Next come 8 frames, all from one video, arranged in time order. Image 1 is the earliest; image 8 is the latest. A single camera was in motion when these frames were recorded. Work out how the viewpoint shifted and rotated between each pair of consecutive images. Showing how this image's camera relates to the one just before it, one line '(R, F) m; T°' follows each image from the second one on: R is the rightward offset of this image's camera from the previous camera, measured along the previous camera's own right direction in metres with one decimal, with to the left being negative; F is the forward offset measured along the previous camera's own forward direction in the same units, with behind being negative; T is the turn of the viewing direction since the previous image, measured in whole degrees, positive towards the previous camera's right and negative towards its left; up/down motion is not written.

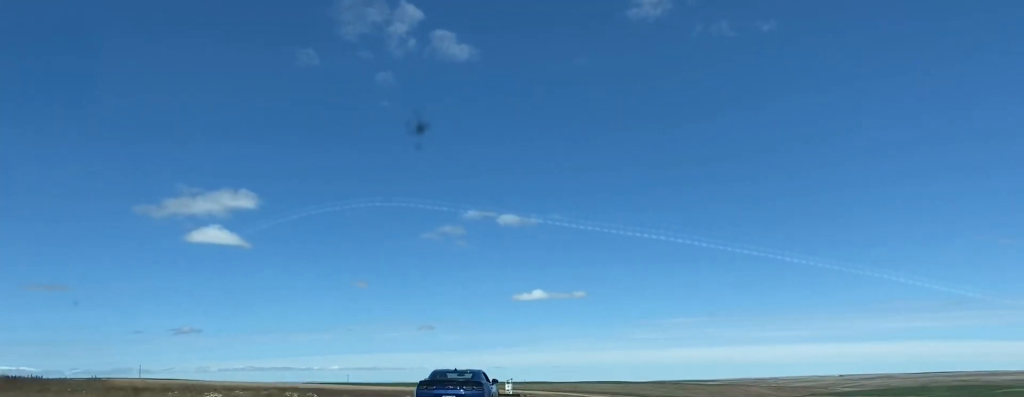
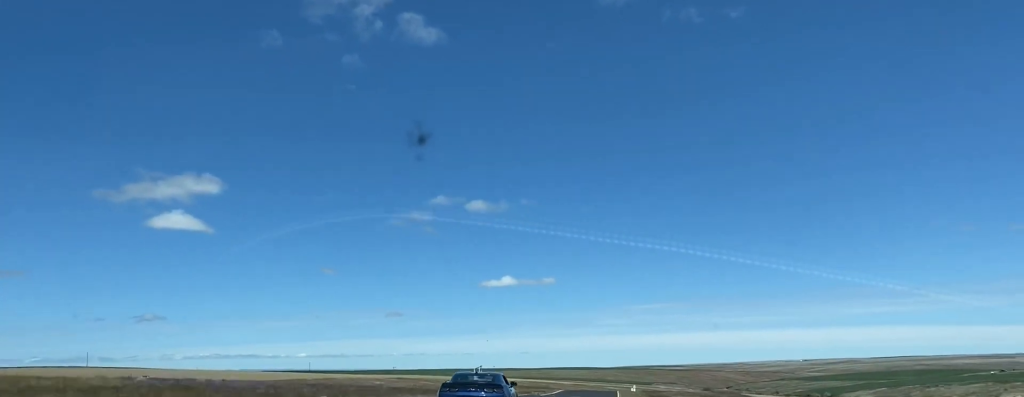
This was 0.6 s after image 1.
(+0.5, +17.4) m; +2°
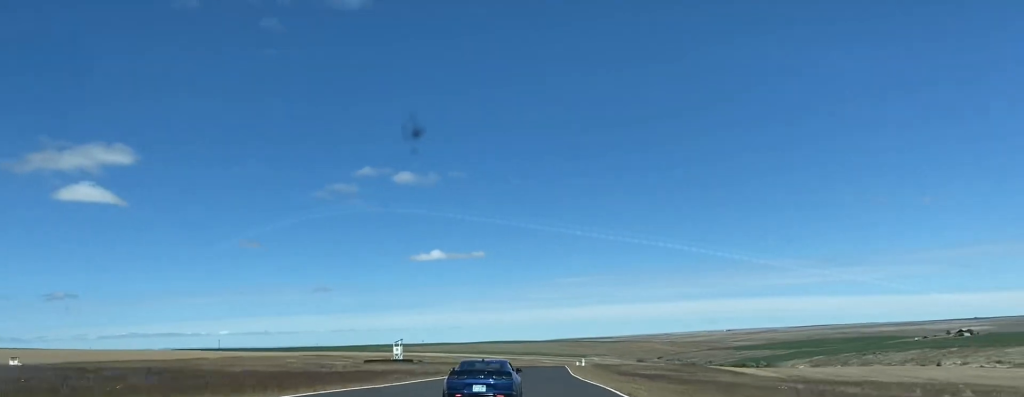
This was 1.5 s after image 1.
(+0.4, +29.2) m; +2°
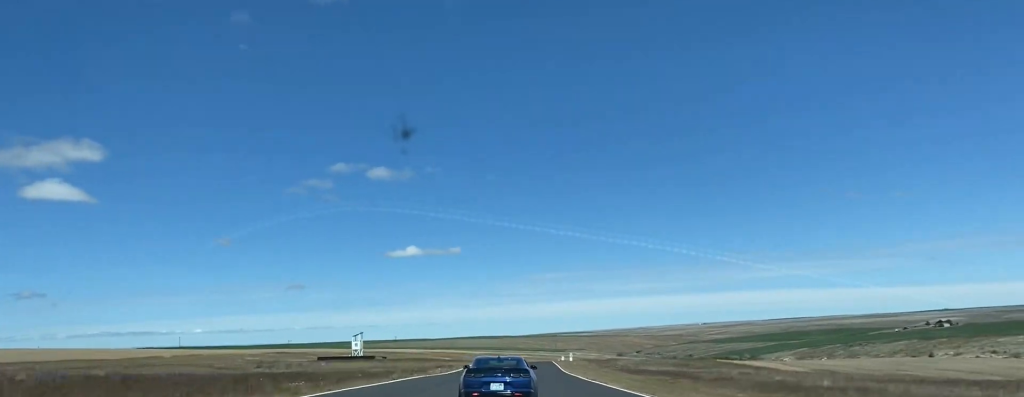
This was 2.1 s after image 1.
(-0.2, +18.9) m; +1°
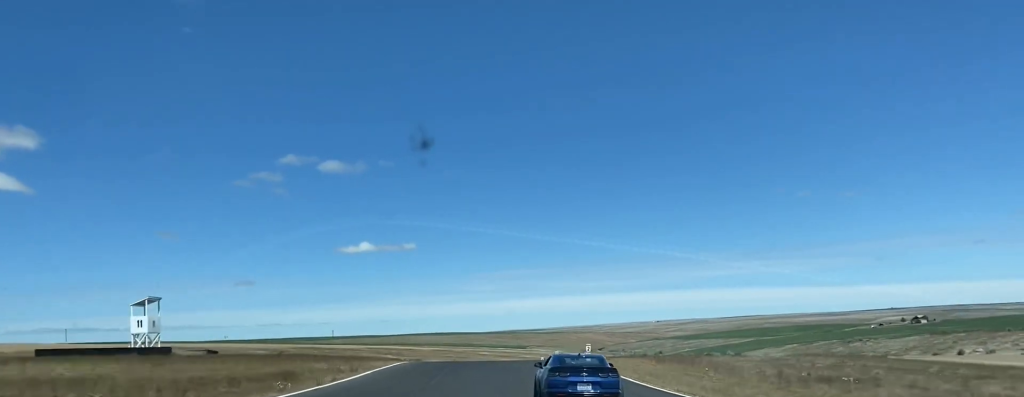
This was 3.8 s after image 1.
(+3.6, +64.2) m; +5°
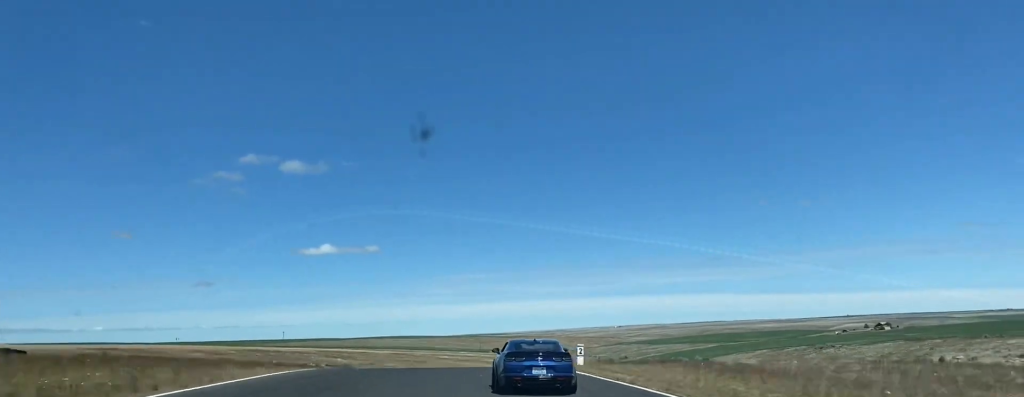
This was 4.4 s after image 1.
(+0.2, +20.2) m; +1°
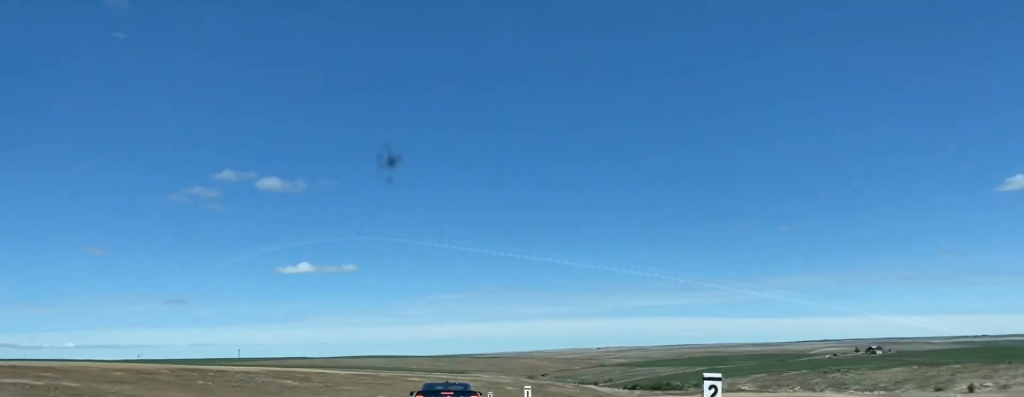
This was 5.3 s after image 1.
(+0.4, +33.4) m; +1°
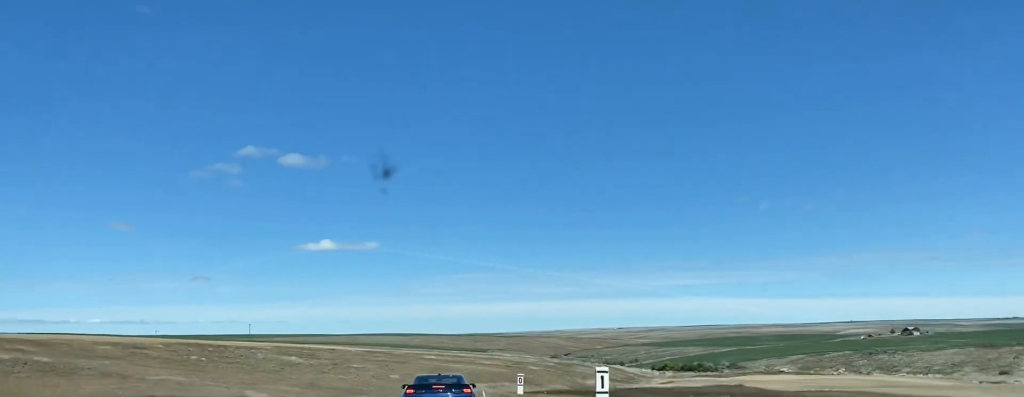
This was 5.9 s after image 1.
(+0.1, +21.1) m; 0°
